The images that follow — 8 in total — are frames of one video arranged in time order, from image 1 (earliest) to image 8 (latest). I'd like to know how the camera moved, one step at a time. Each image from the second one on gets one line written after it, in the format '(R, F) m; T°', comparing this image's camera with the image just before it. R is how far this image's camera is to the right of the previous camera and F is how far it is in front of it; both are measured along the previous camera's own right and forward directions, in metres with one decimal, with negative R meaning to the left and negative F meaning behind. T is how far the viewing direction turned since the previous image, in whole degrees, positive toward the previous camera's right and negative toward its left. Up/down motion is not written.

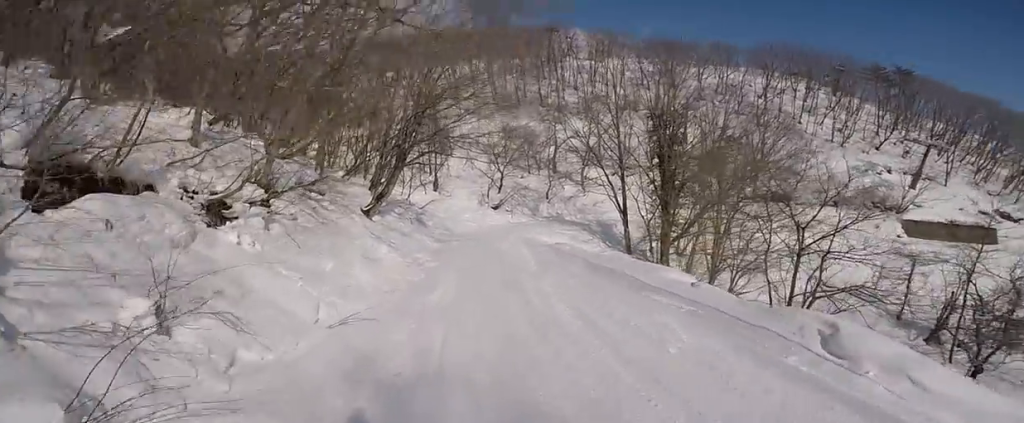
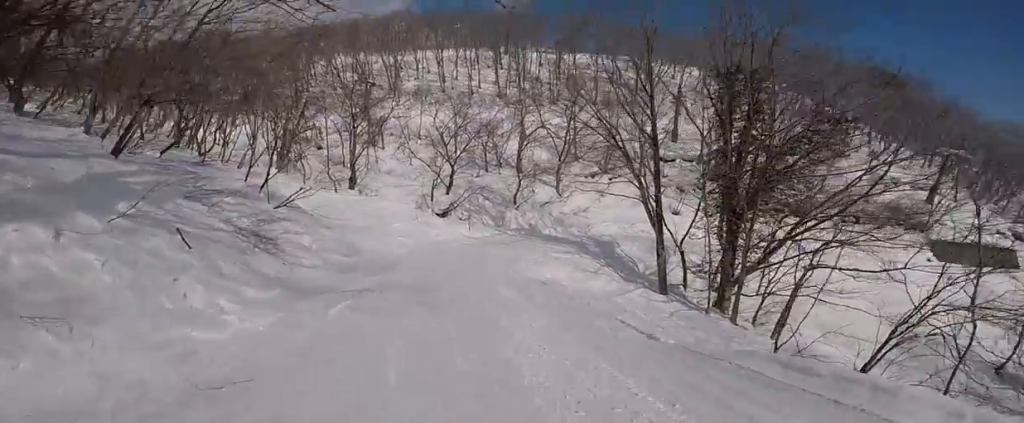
(+0.3, +16.5) m; +9°
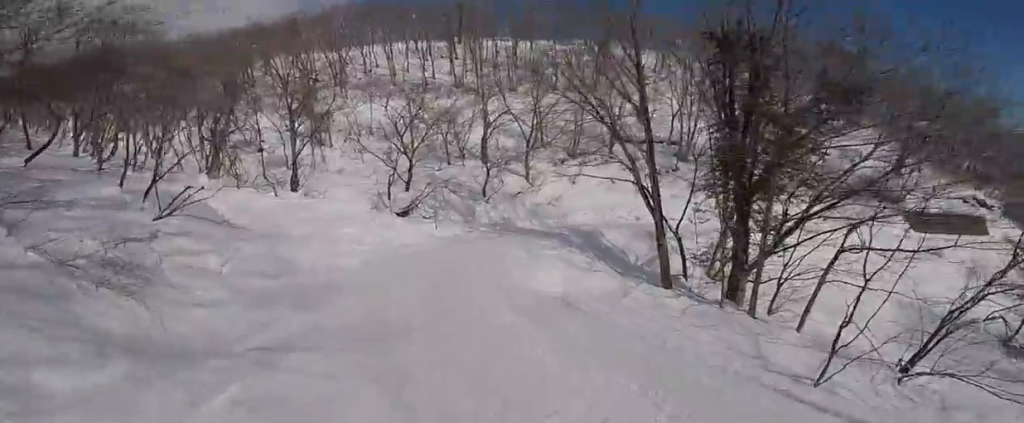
(0.0, +3.8) m; 0°
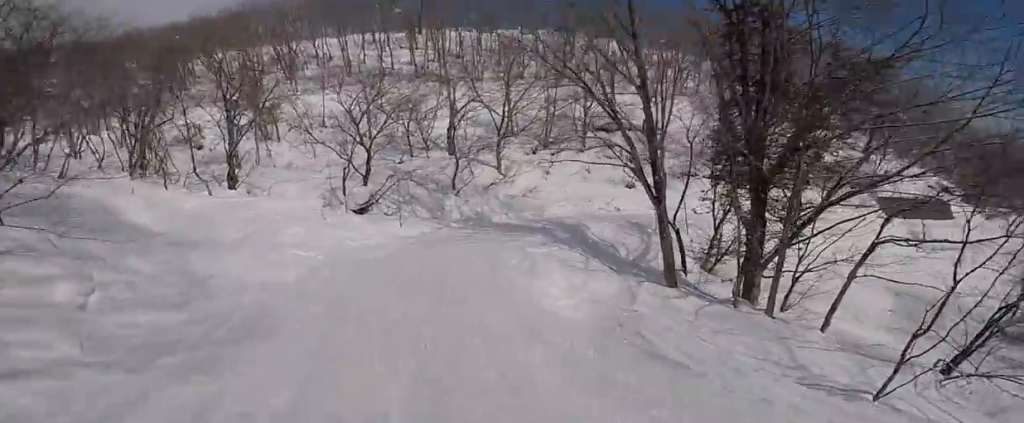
(0.0, +3.2) m; 0°
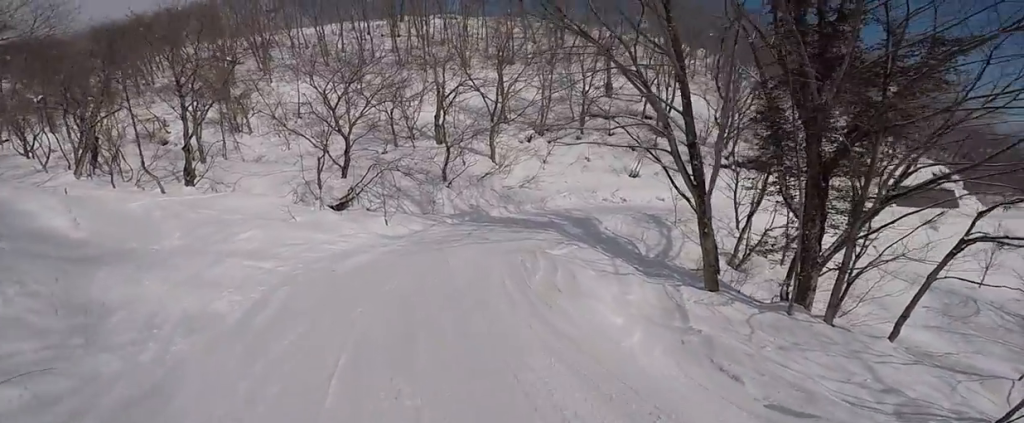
(0.0, +3.3) m; 0°
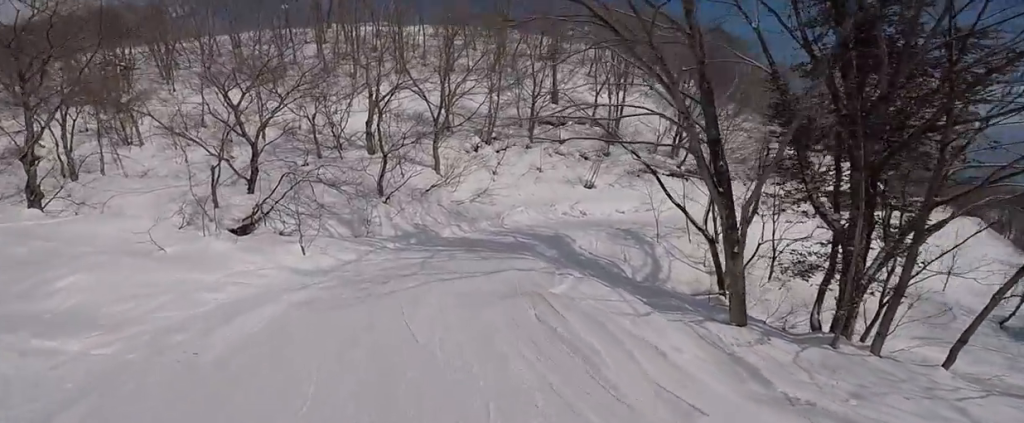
(0.0, +4.8) m; +2°
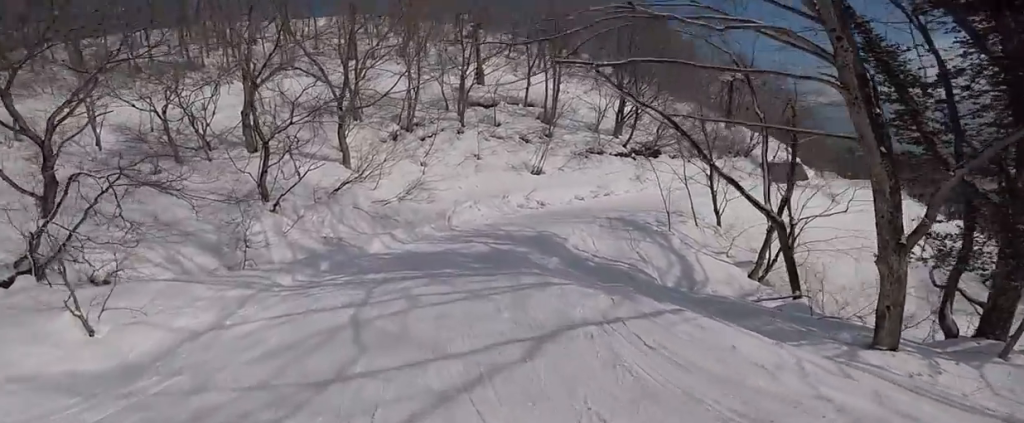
(0.0, +6.5) m; +11°
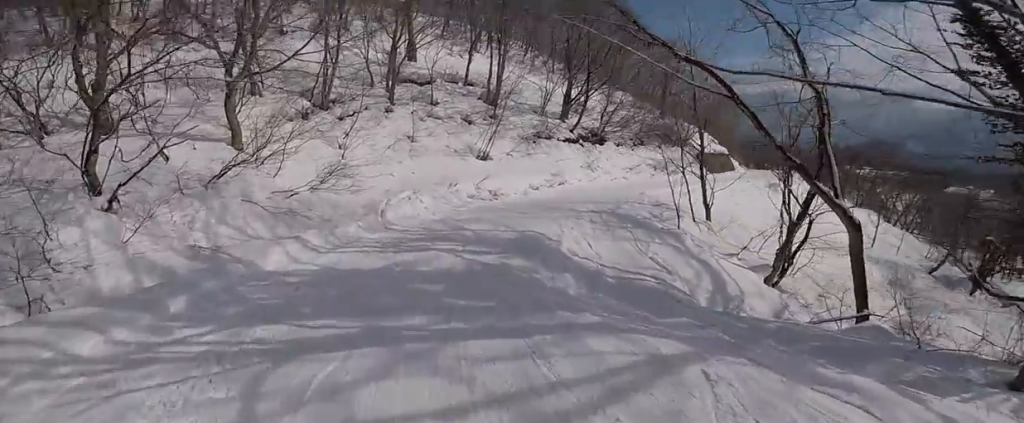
(+0.8, +4.5) m; +13°
